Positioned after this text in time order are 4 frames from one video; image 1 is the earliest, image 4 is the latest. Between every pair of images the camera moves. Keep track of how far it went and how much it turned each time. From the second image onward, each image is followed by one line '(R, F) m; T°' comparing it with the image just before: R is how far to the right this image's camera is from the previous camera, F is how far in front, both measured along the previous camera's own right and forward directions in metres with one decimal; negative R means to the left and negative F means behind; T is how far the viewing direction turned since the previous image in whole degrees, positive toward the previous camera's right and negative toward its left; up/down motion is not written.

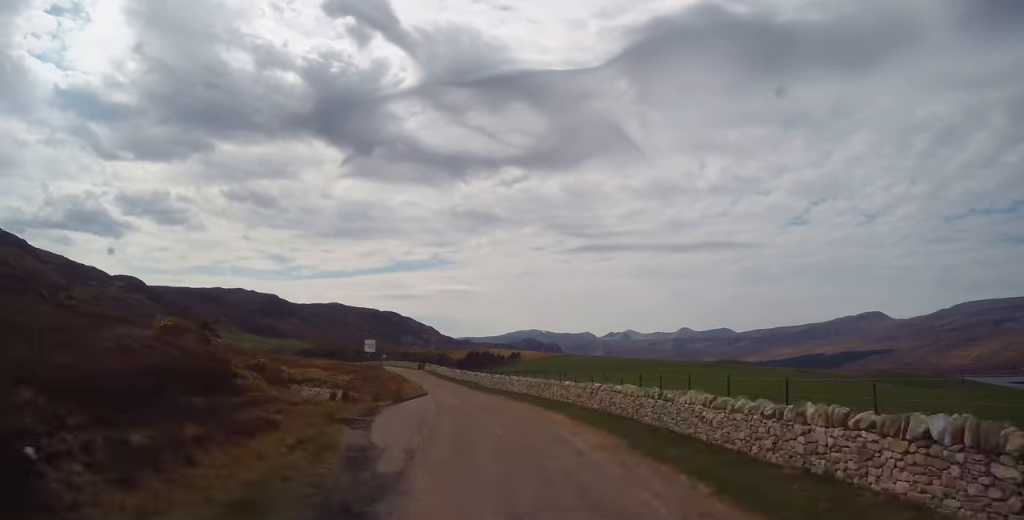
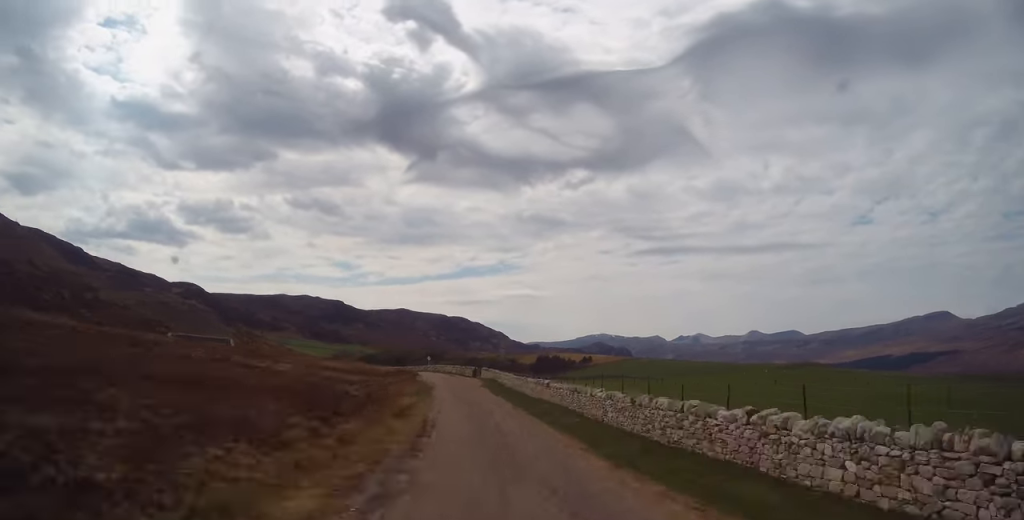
(-1.8, +31.1) m; -6°
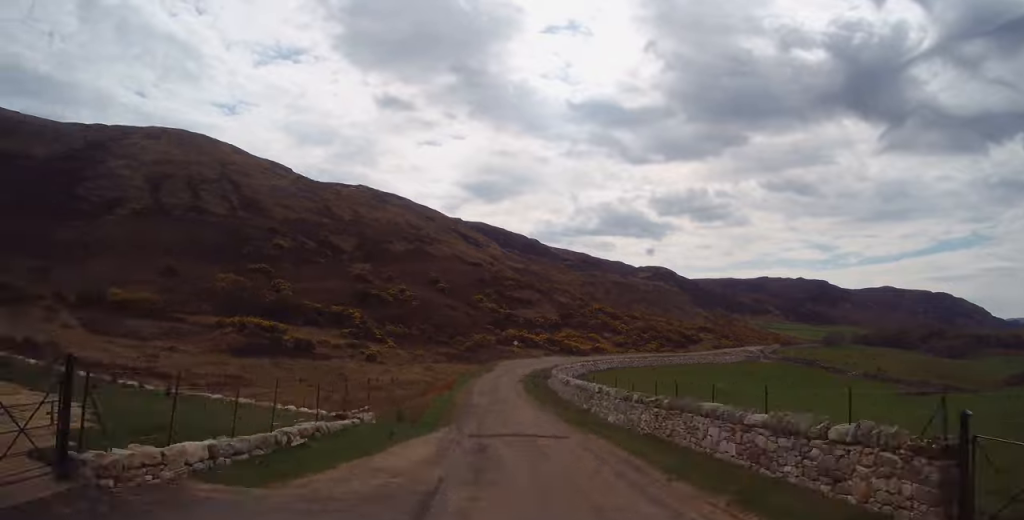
(-43.3, +122.9) m; -30°
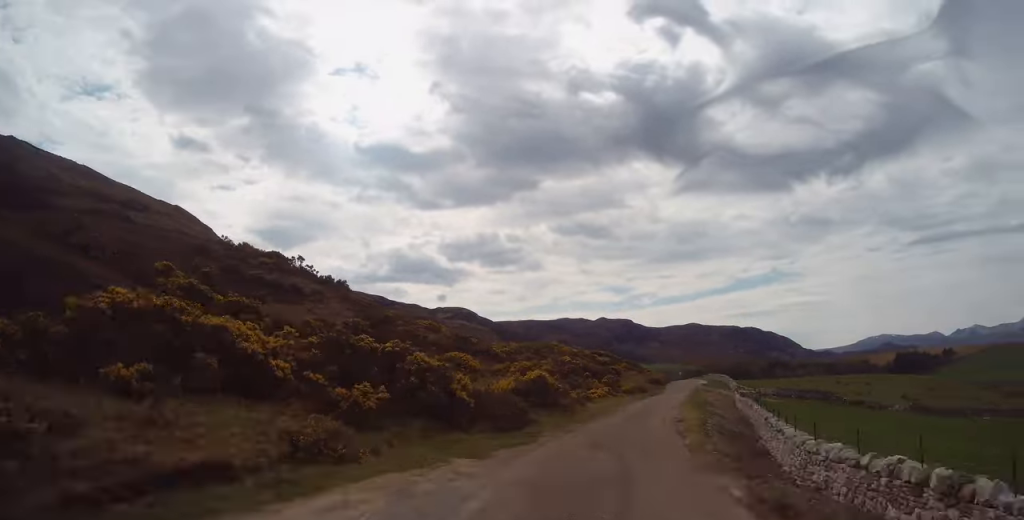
(+9.5, +79.6) m; +21°
